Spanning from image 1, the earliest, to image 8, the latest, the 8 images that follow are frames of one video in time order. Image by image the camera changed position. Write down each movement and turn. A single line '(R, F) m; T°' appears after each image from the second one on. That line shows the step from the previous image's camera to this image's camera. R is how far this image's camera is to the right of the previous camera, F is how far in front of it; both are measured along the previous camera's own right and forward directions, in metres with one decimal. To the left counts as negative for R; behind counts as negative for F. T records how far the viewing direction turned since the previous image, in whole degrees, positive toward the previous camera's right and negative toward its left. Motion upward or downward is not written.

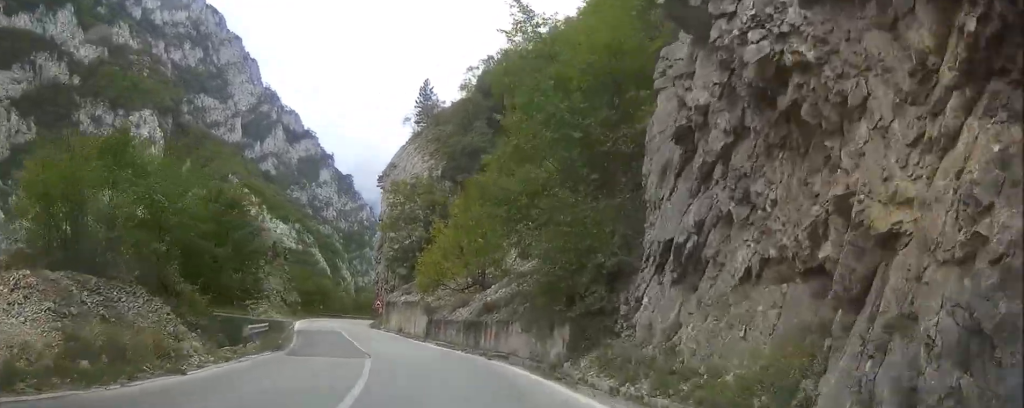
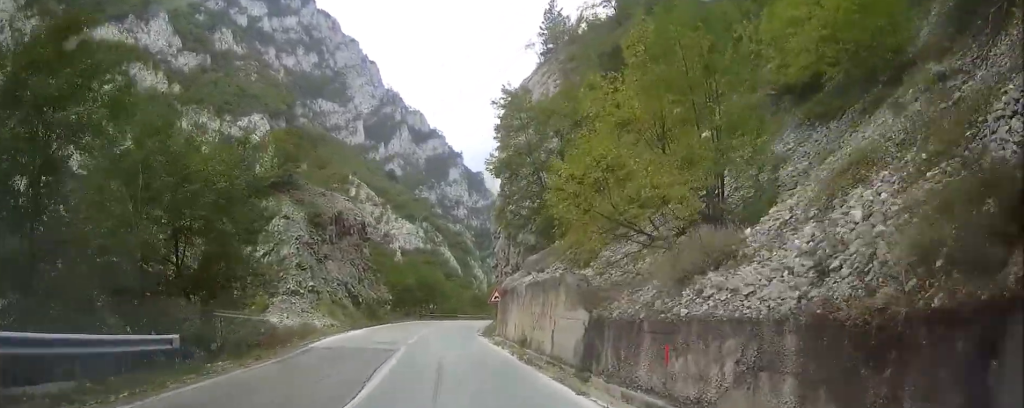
(-2.9, +23.0) m; -11°
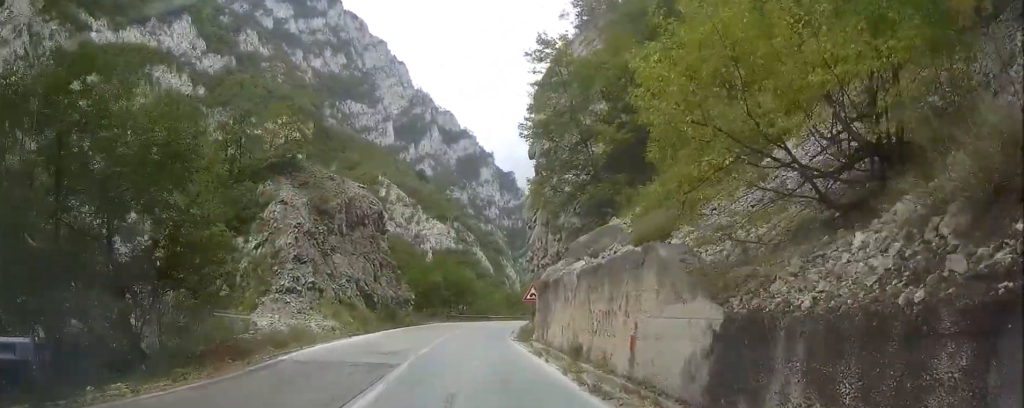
(-0.3, +6.3) m; -3°
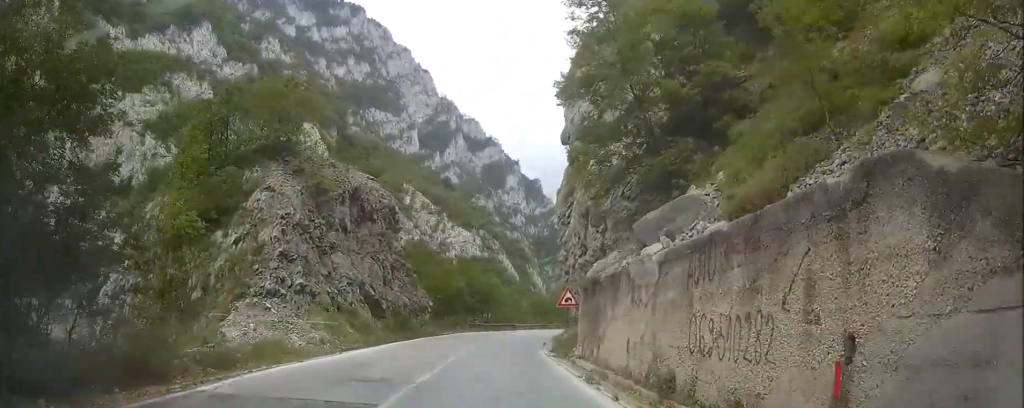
(-0.1, +5.9) m; -2°
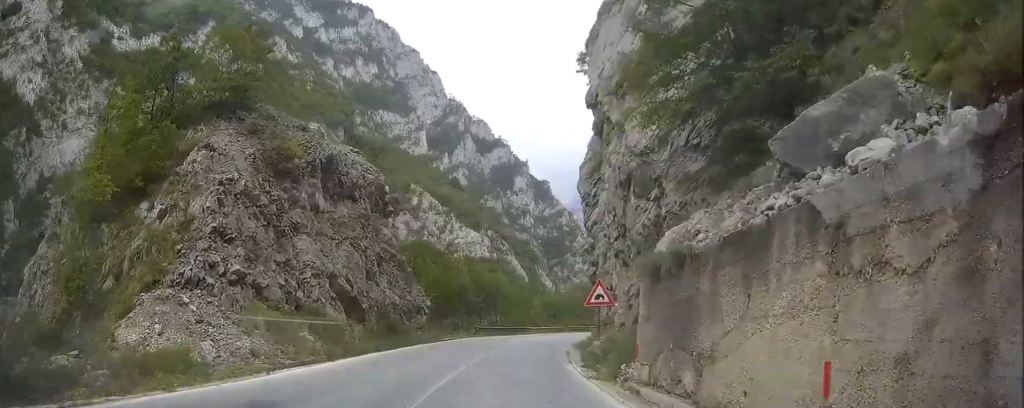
(-0.2, +7.6) m; -1°
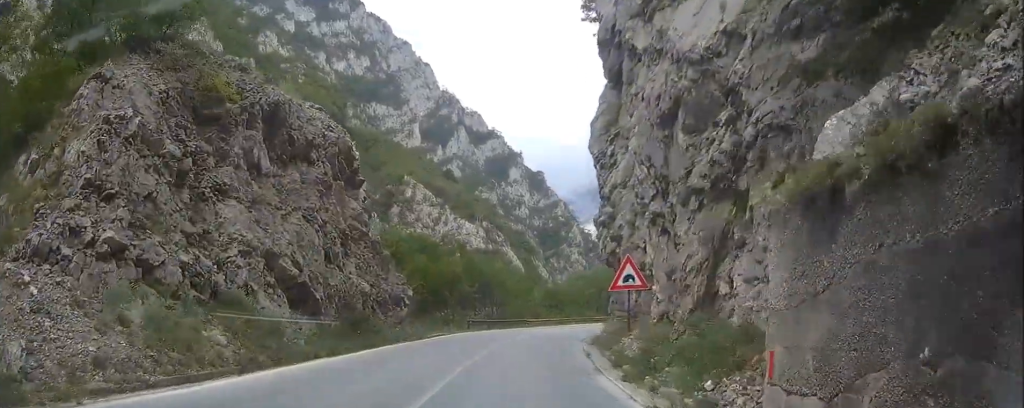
(0.0, +6.7) m; 0°
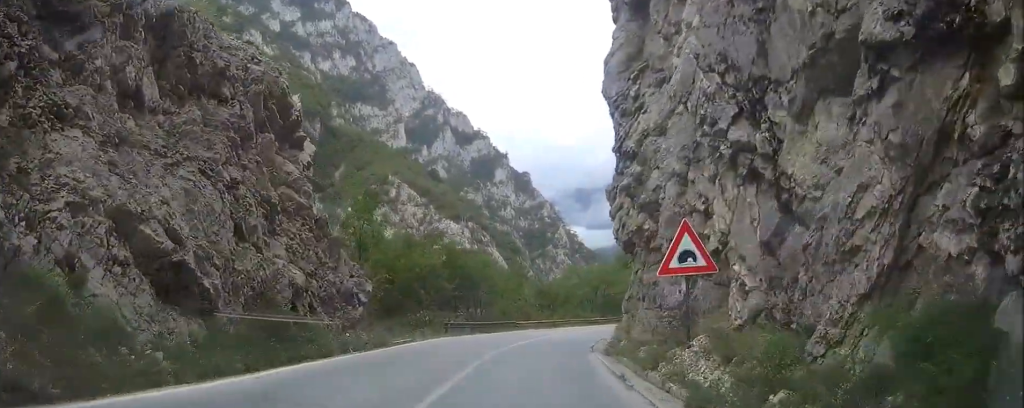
(-0.1, +7.5) m; +1°
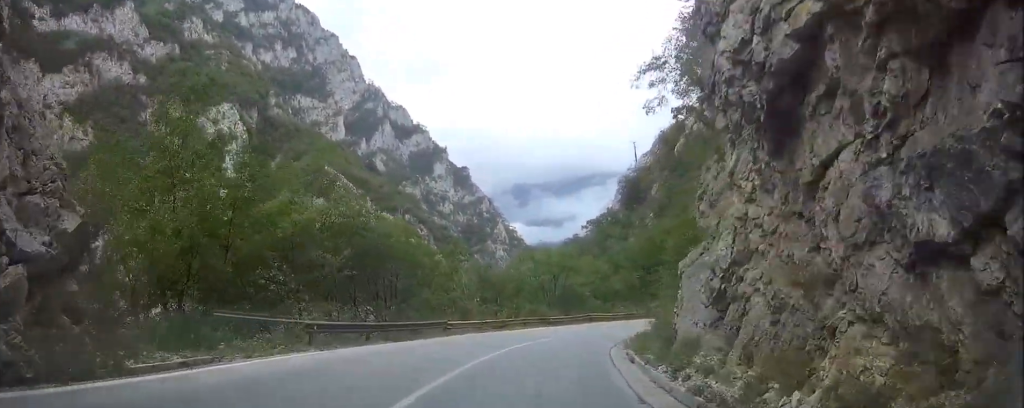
(-0.1, +16.3) m; -3°
